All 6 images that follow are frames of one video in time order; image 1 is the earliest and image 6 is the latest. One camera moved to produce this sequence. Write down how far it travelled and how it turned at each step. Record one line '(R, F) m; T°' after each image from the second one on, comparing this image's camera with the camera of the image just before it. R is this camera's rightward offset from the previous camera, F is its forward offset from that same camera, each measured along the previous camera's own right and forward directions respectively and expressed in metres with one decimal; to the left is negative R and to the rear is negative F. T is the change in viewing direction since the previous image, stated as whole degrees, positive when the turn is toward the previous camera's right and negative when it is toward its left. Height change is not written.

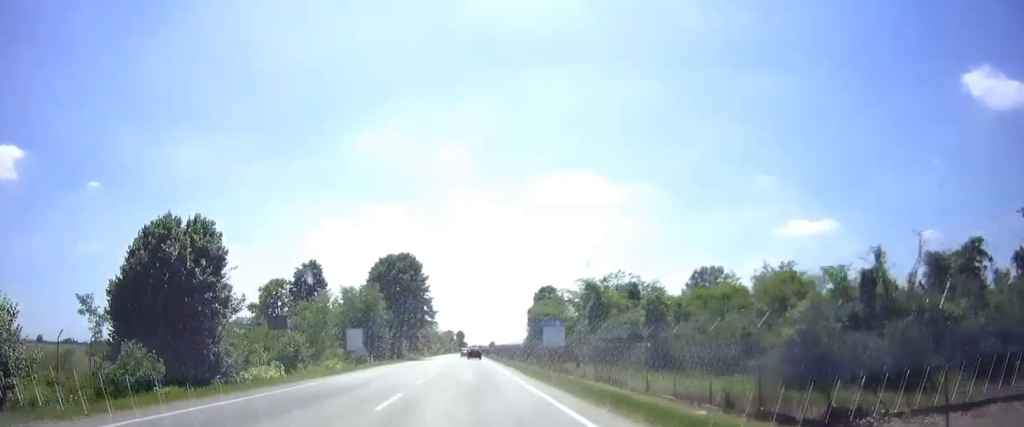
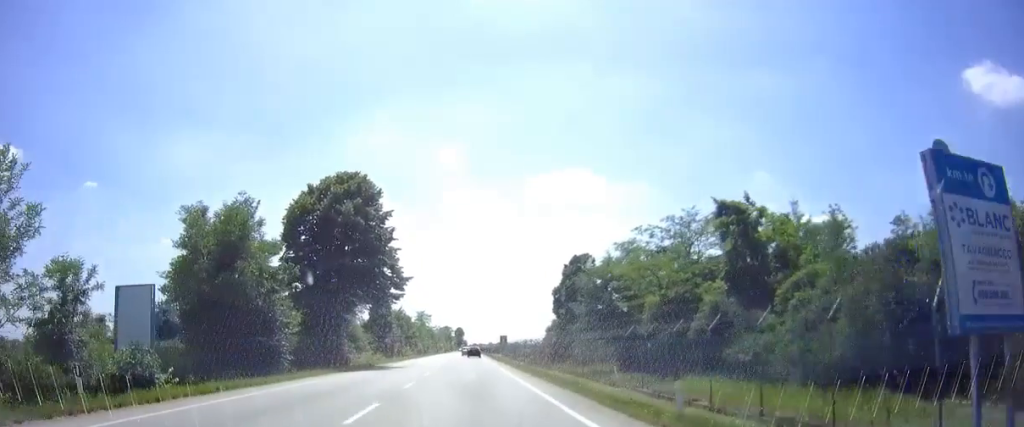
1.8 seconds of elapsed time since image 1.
(+0.3, +34.3) m; 0°
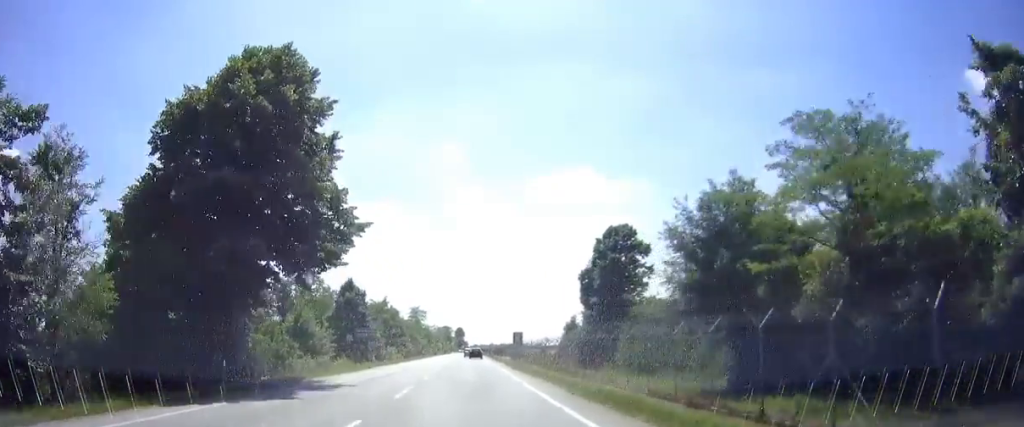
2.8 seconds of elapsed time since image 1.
(-0.1, +18.1) m; 0°
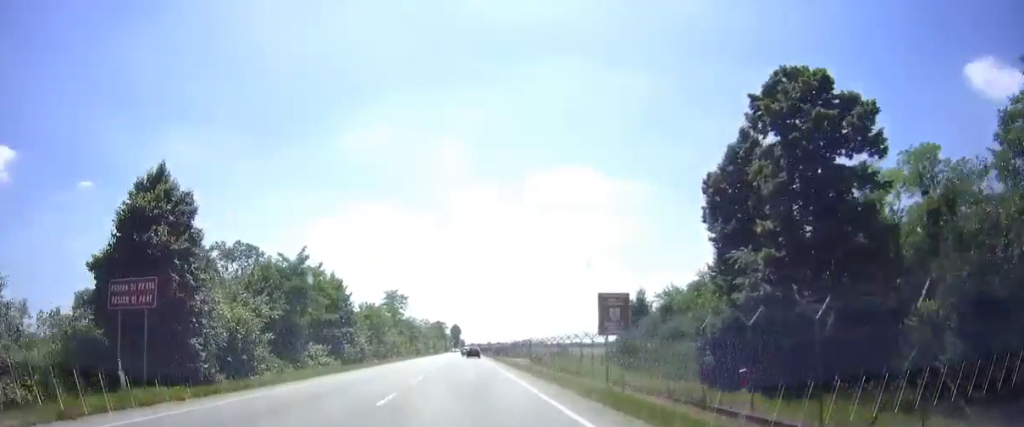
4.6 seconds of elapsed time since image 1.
(0.0, +33.2) m; 0°
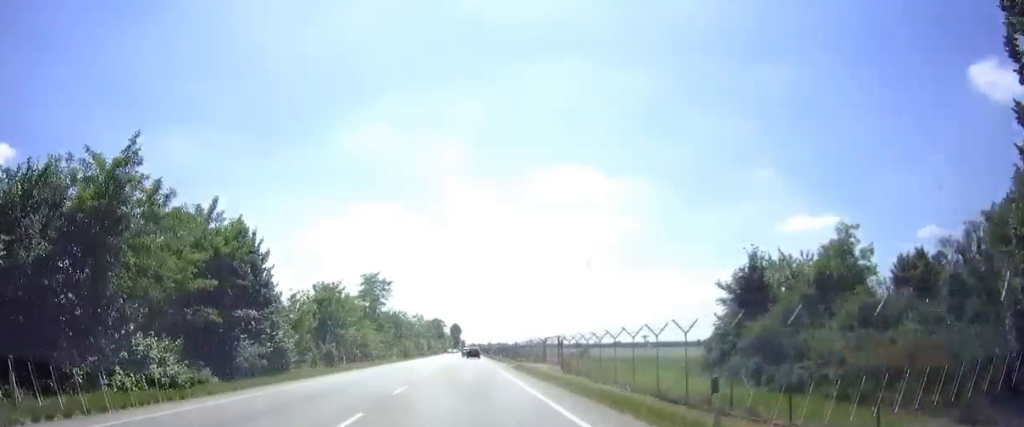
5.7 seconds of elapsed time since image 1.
(0.0, +20.6) m; +1°
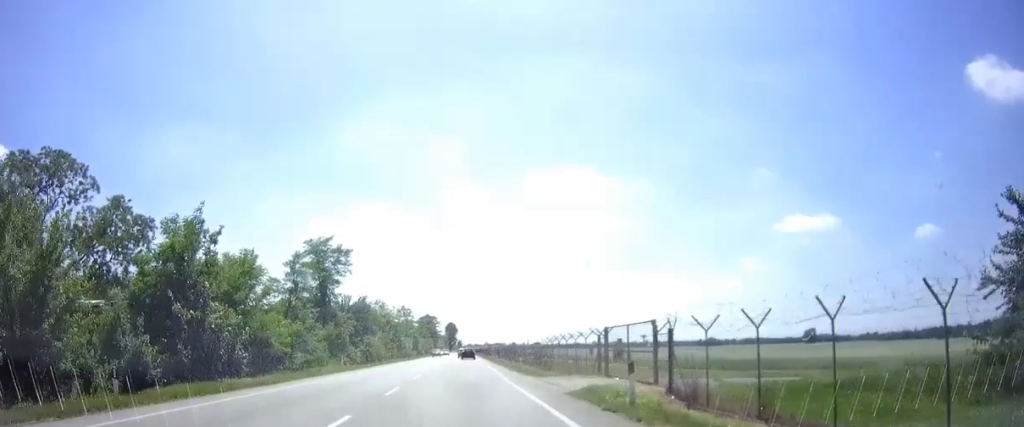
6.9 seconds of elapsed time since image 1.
(+0.3, +23.1) m; +1°
